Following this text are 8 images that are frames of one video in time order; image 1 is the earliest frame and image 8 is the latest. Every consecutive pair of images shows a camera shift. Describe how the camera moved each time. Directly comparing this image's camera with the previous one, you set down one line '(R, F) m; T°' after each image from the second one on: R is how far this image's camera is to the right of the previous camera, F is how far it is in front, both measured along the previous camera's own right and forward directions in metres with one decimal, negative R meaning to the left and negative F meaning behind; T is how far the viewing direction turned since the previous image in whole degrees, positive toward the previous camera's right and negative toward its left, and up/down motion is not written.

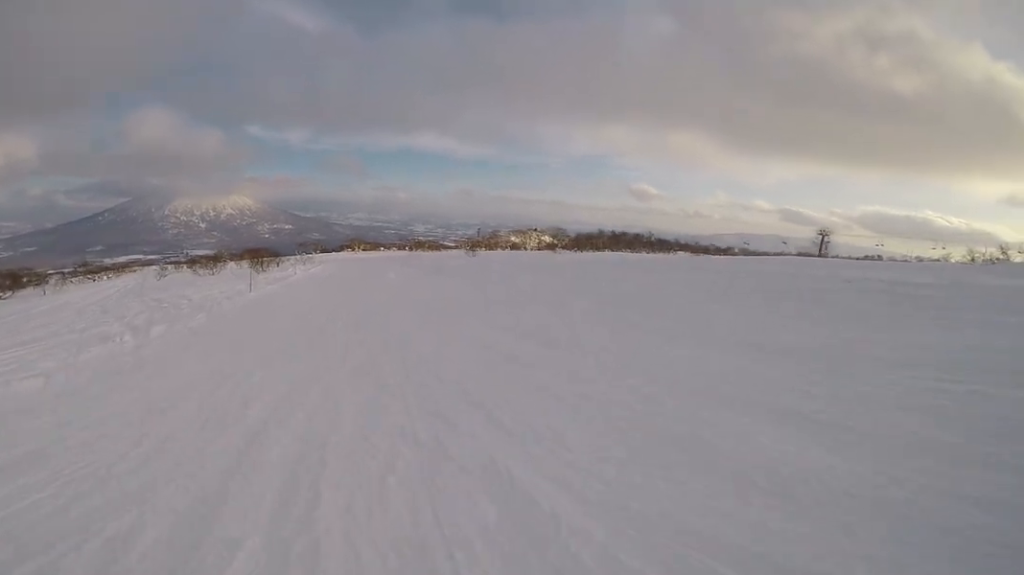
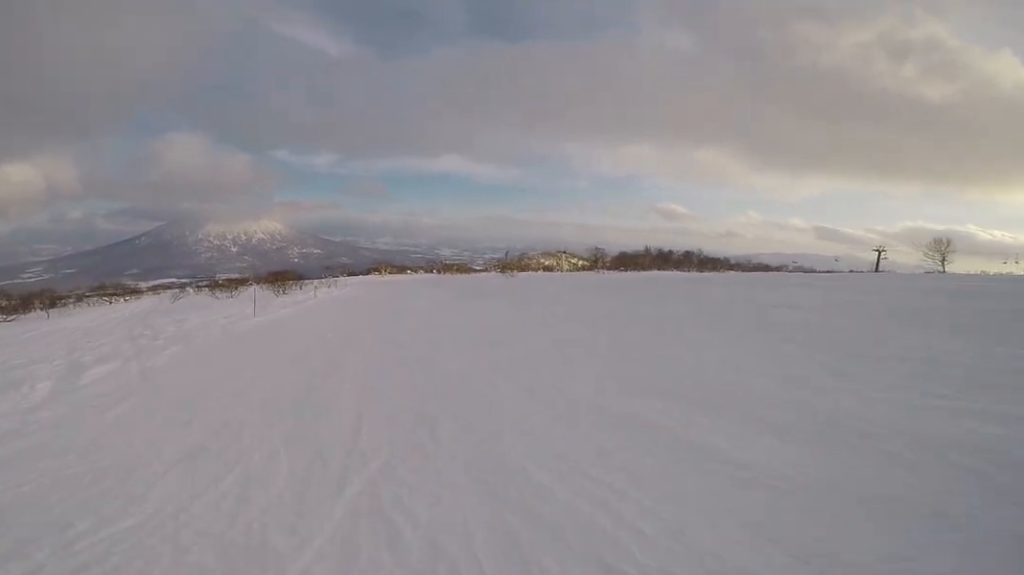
(+0.1, +5.1) m; -2°
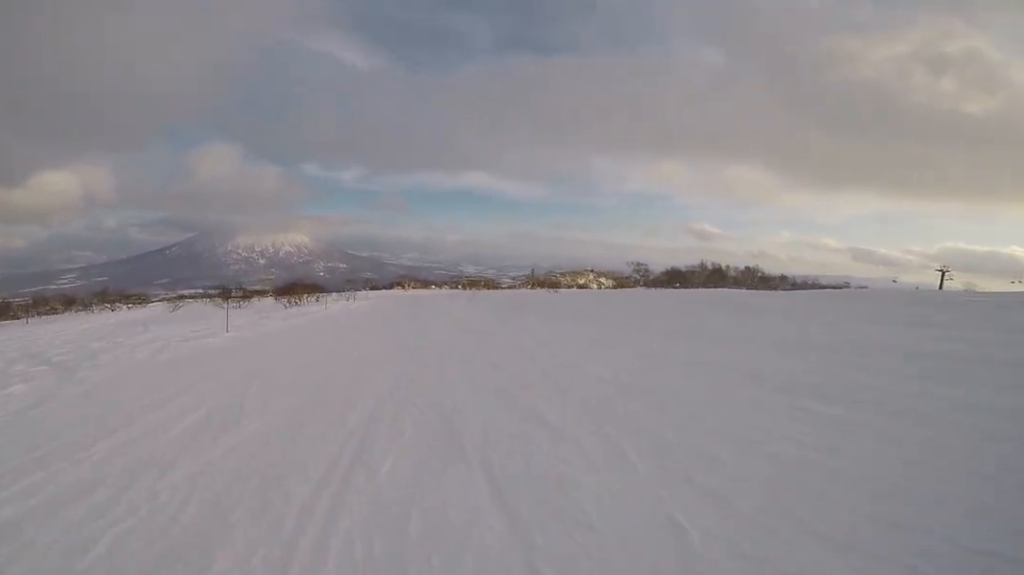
(-0.6, +6.3) m; -1°
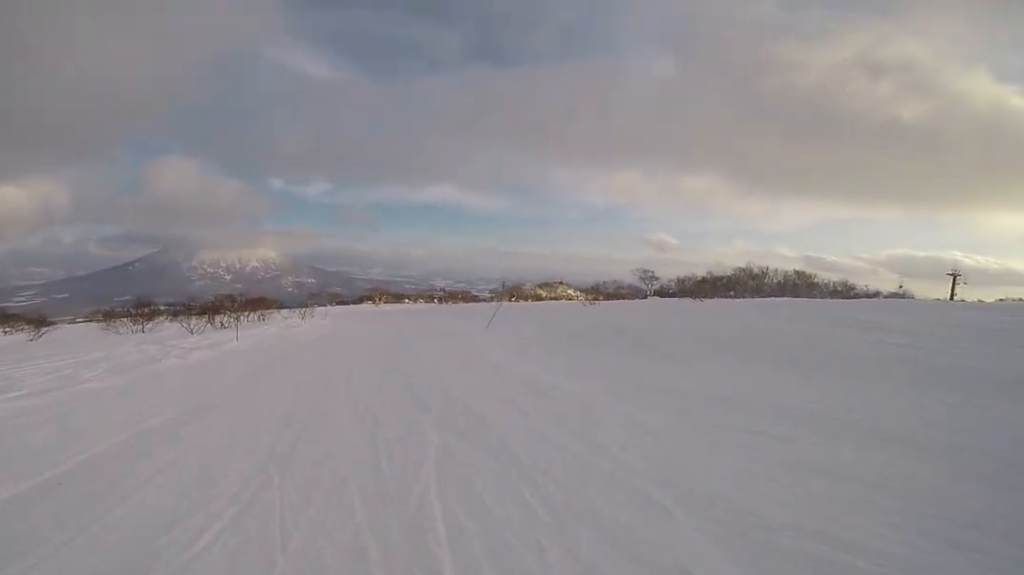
(+0.5, +14.5) m; +5°
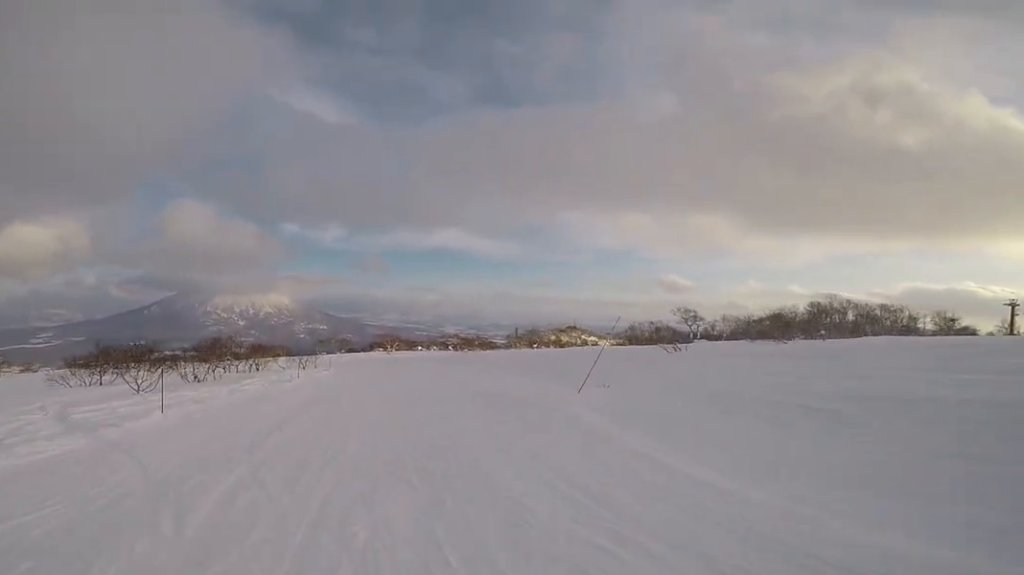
(+0.2, +8.3) m; 0°
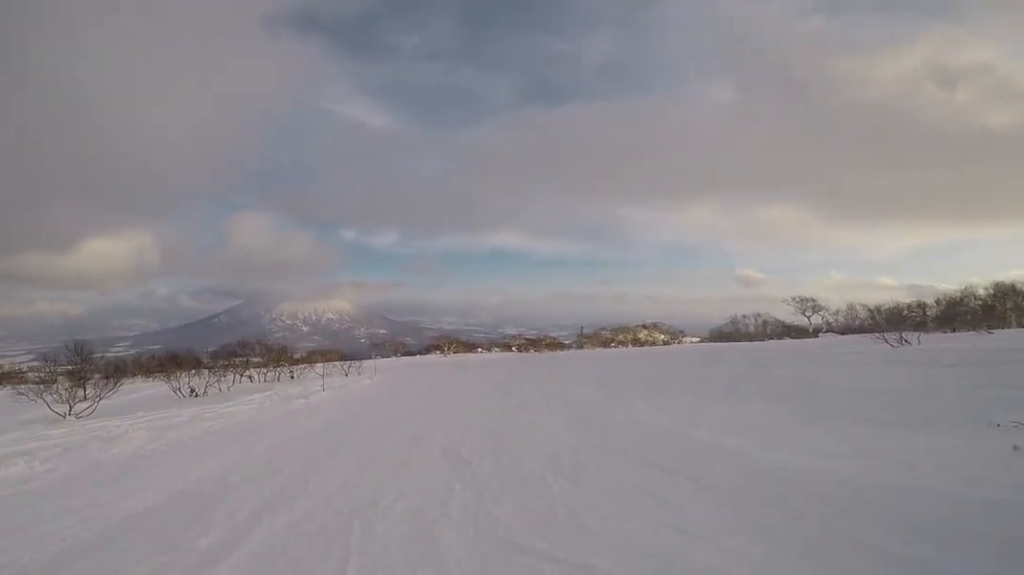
(-0.1, +8.6) m; +3°
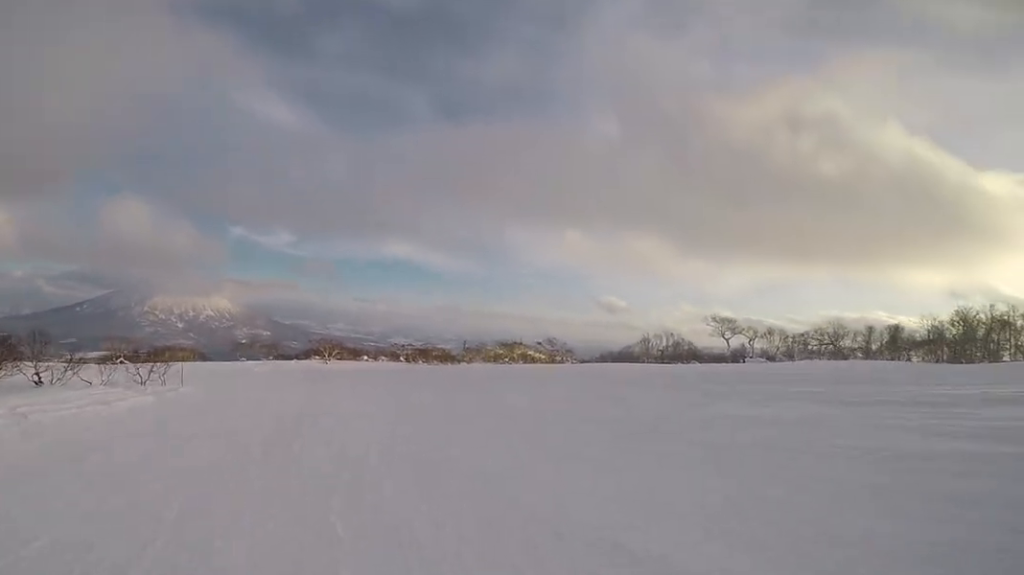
(+1.0, +13.8) m; +6°
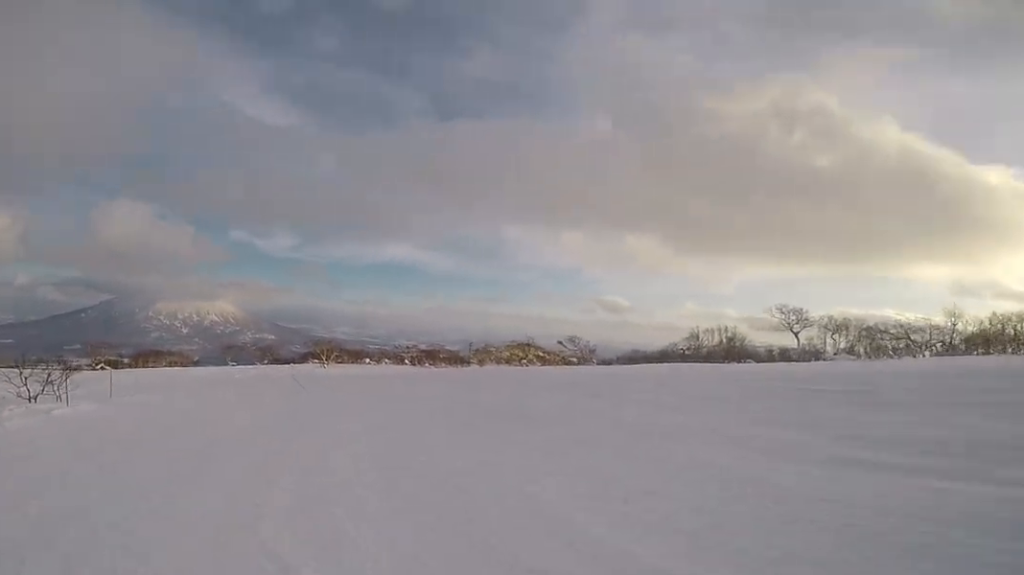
(-0.1, +9.6) m; -4°
